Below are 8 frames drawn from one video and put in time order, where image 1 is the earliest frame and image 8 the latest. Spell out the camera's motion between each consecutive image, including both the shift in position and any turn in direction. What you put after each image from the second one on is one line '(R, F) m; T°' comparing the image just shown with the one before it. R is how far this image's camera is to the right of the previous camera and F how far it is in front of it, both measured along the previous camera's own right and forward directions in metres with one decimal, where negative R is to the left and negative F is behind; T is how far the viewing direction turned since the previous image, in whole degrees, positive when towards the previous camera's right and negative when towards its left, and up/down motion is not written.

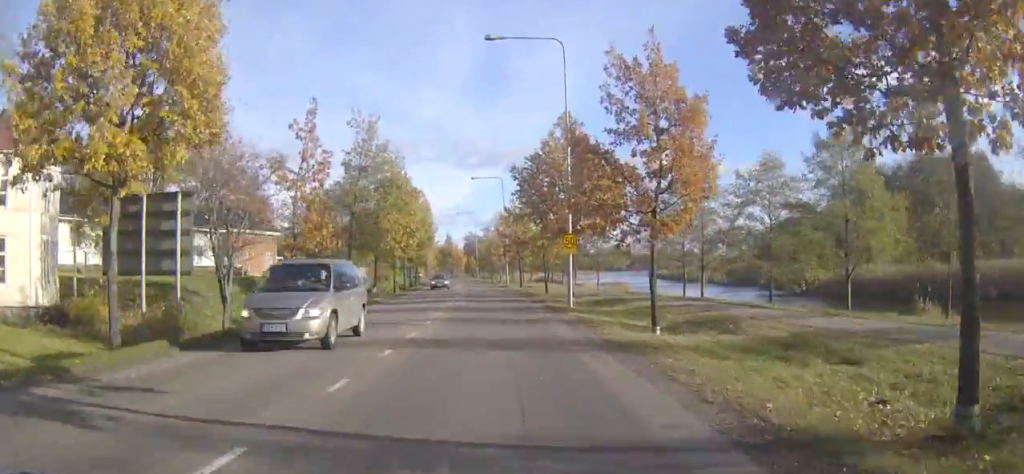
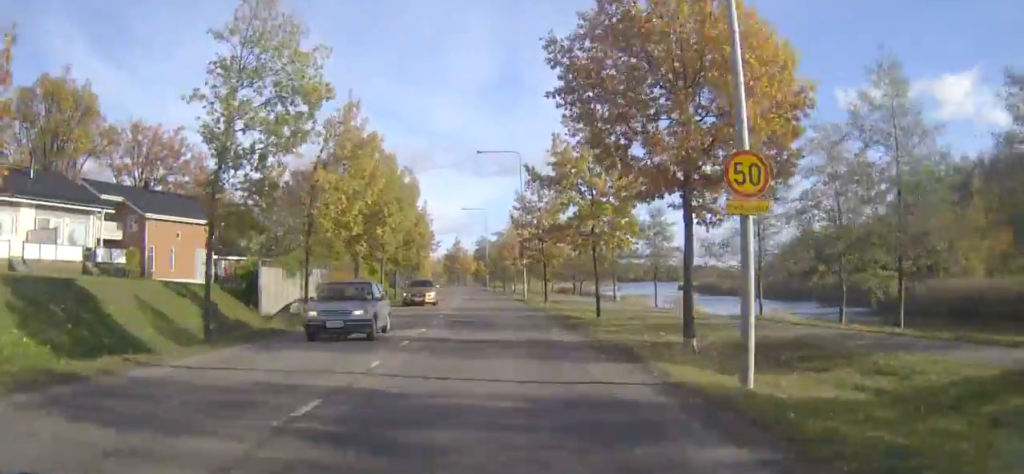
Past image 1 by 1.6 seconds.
(-0.2, +21.8) m; -1°
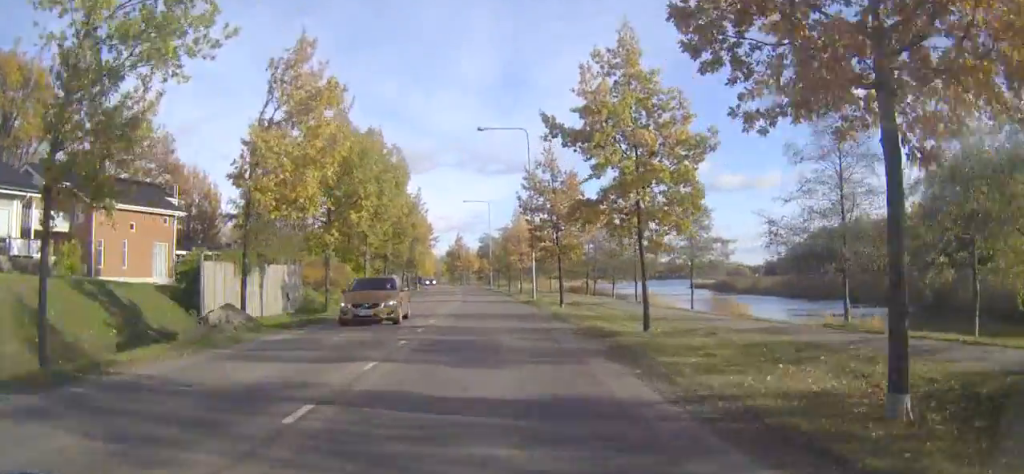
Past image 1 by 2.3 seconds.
(0.0, +8.6) m; 0°
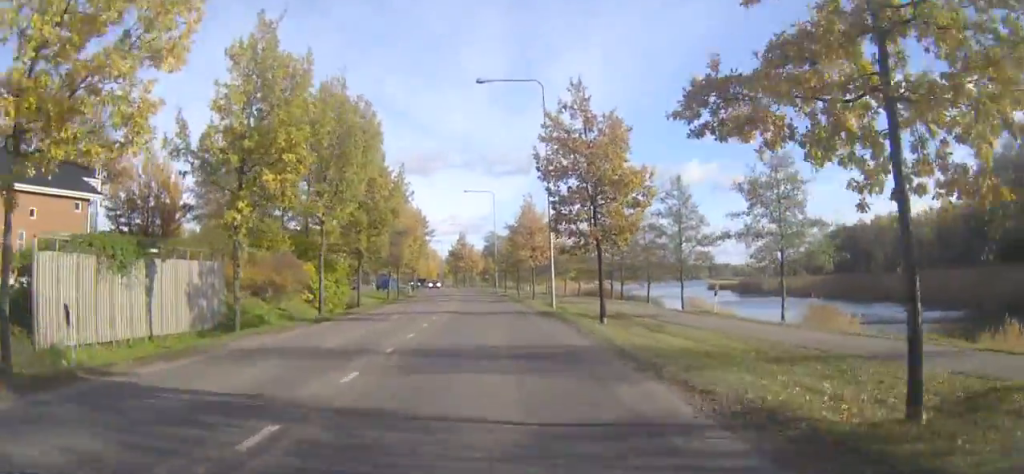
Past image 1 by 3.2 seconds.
(-0.1, +13.1) m; -1°
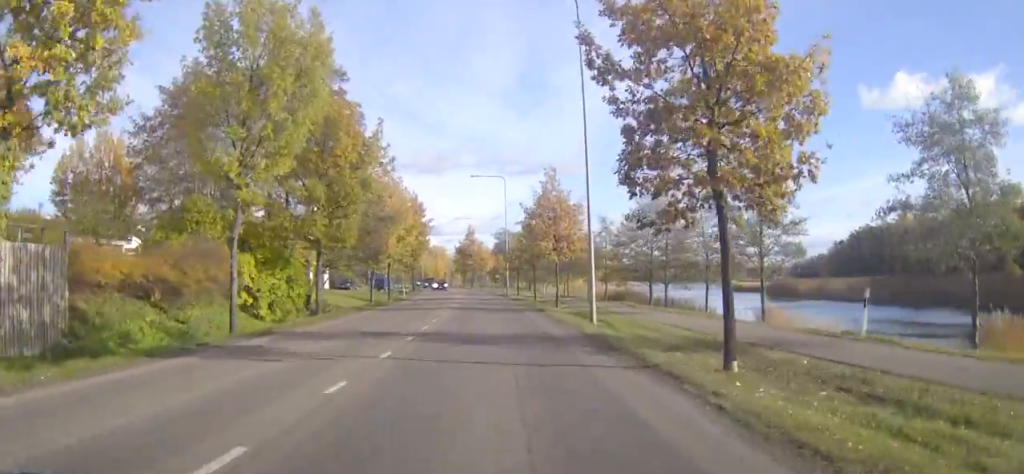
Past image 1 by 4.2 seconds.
(-0.1, +12.7) m; -1°
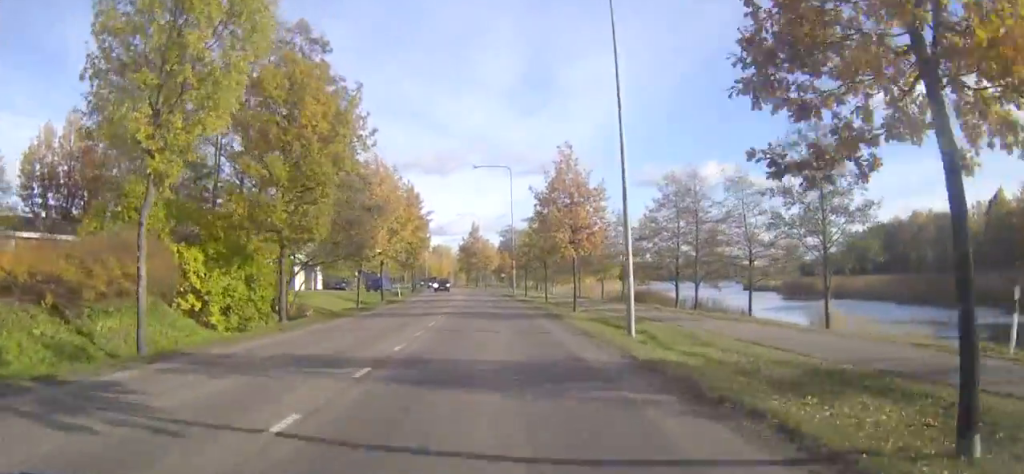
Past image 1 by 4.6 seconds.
(0.0, +6.3) m; 0°
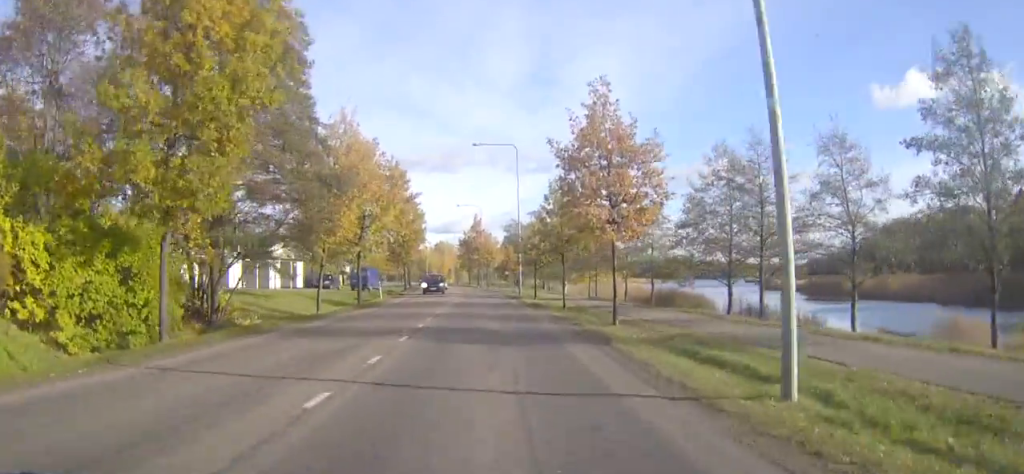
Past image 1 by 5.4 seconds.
(0.0, +10.4) m; 0°
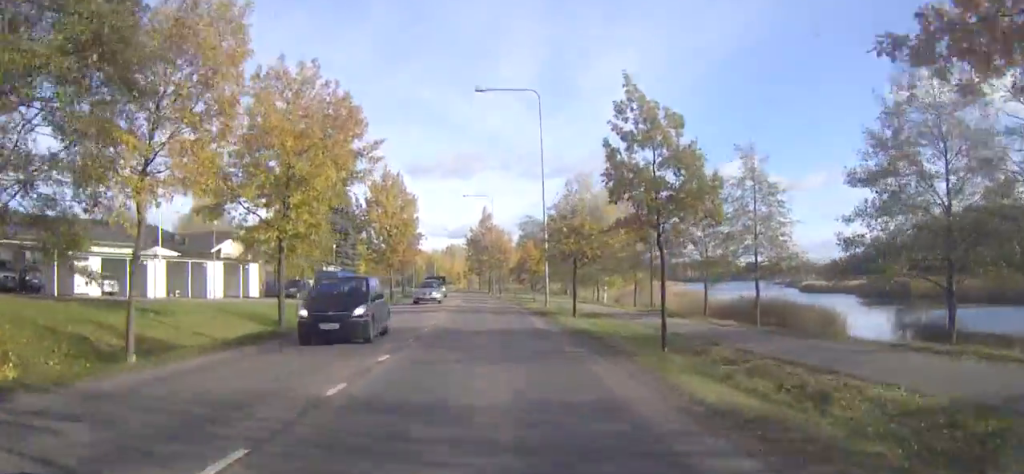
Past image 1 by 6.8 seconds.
(-0.2, +18.7) m; -1°
